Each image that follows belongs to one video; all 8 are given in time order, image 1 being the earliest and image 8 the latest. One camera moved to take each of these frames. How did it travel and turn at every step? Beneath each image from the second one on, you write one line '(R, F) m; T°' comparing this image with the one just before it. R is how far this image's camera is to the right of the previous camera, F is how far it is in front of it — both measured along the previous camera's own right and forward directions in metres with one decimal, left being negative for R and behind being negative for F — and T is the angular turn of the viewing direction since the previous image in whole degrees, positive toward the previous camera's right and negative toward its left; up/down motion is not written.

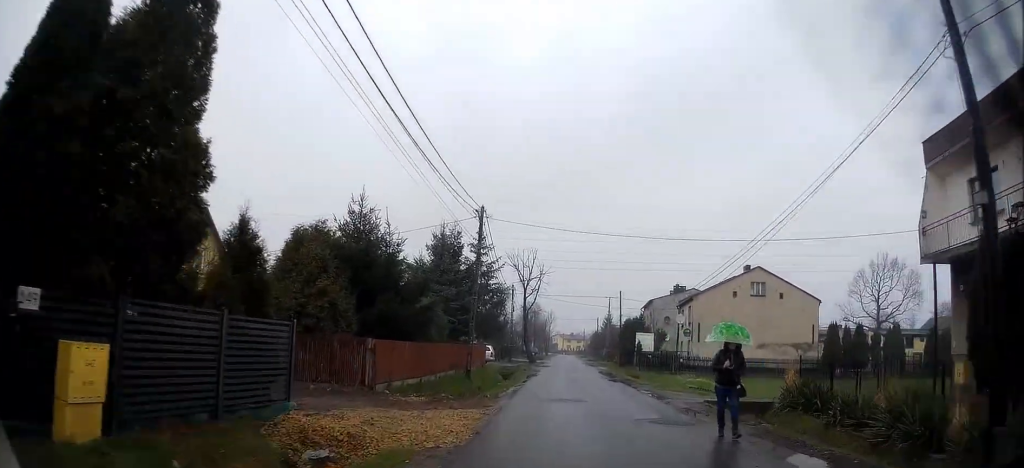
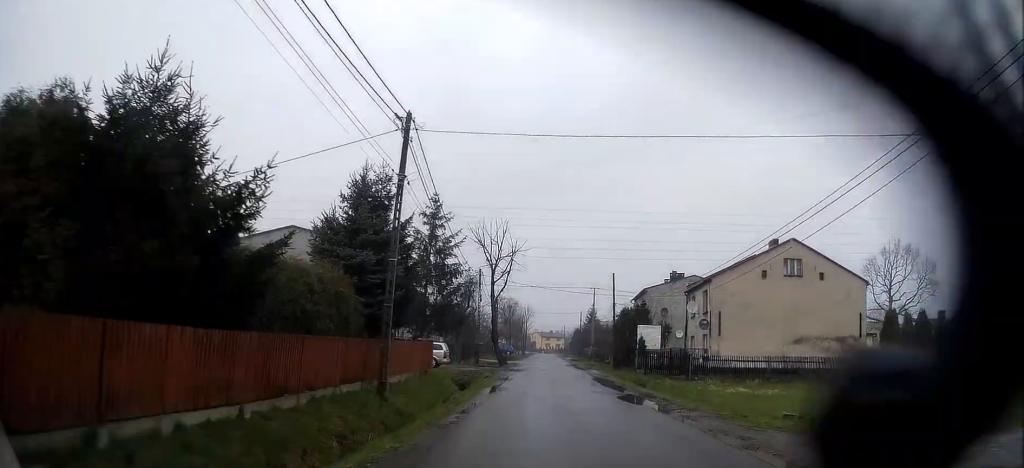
(+0.2, +12.2) m; +2°
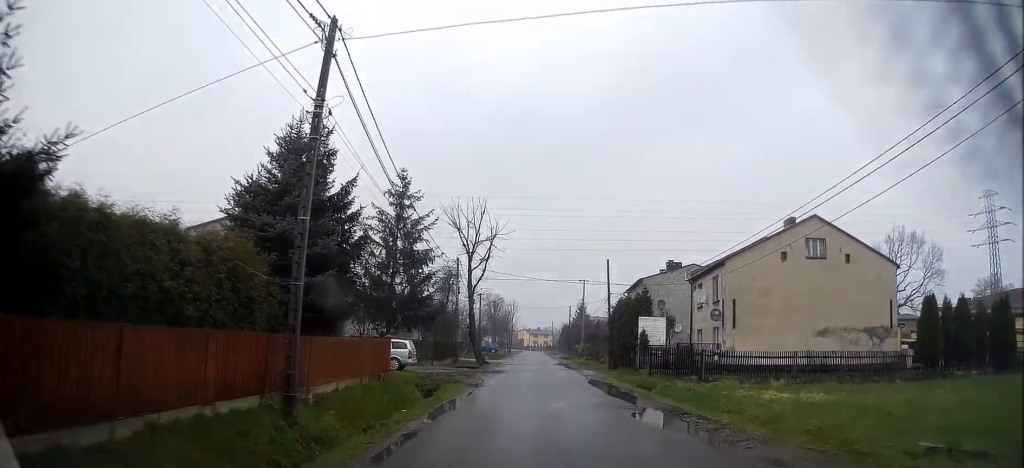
(+0.1, +5.8) m; +1°
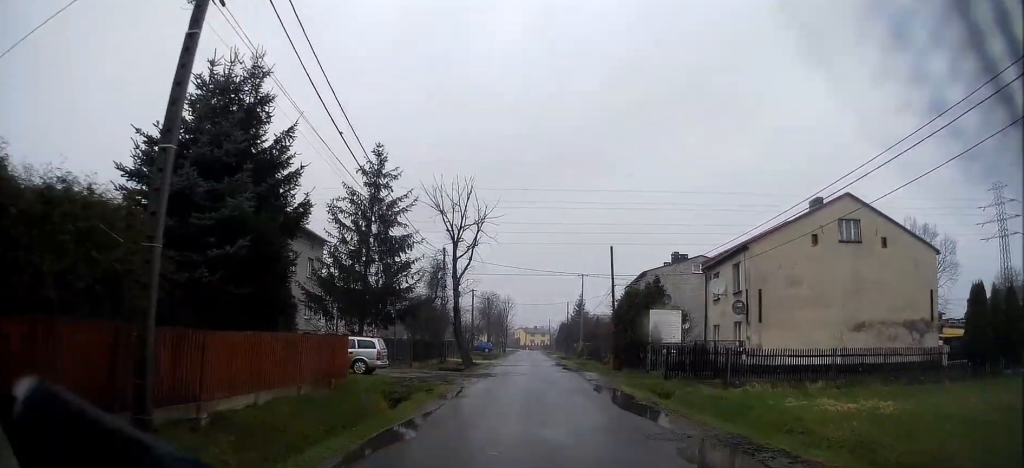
(+0.1, +4.9) m; 0°
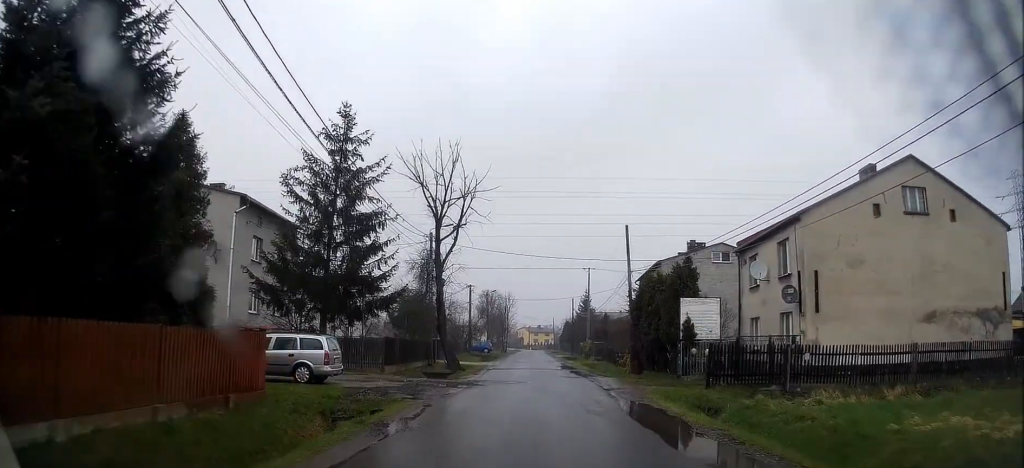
(0.0, +6.1) m; 0°
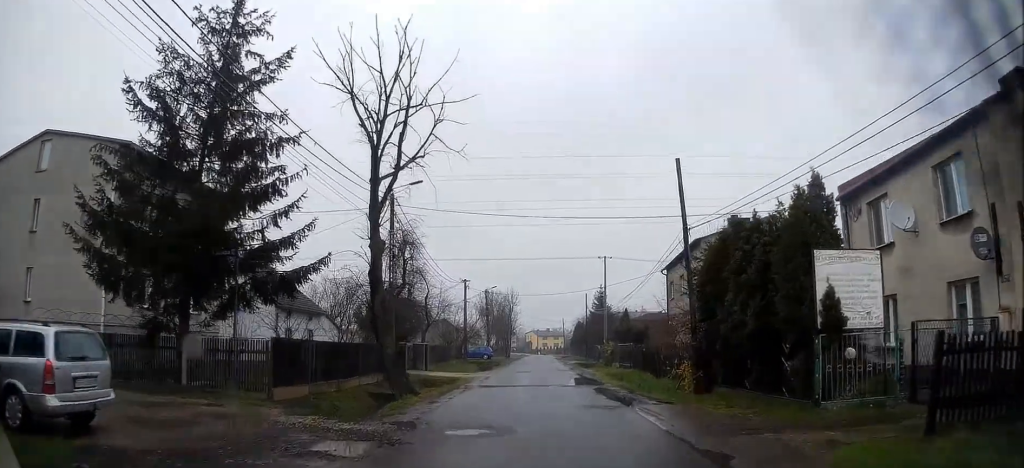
(-0.1, +11.3) m; 0°
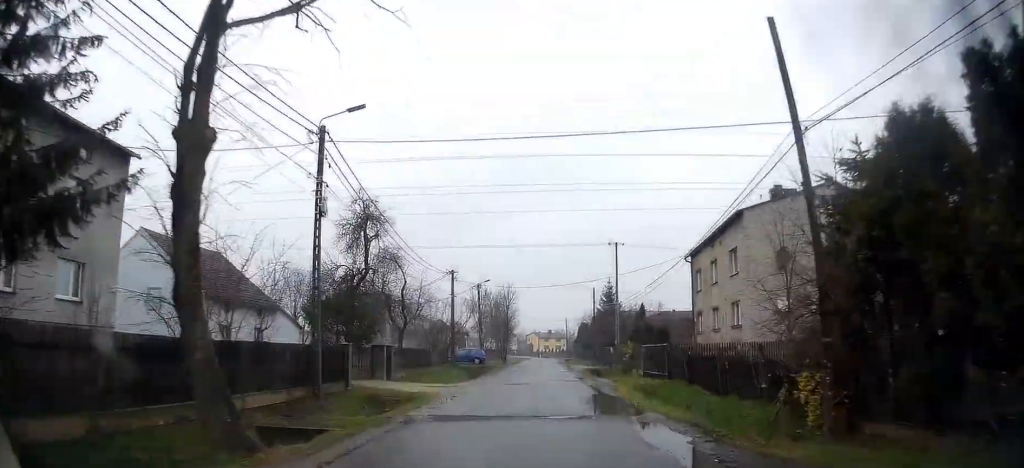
(0.0, +9.0) m; 0°
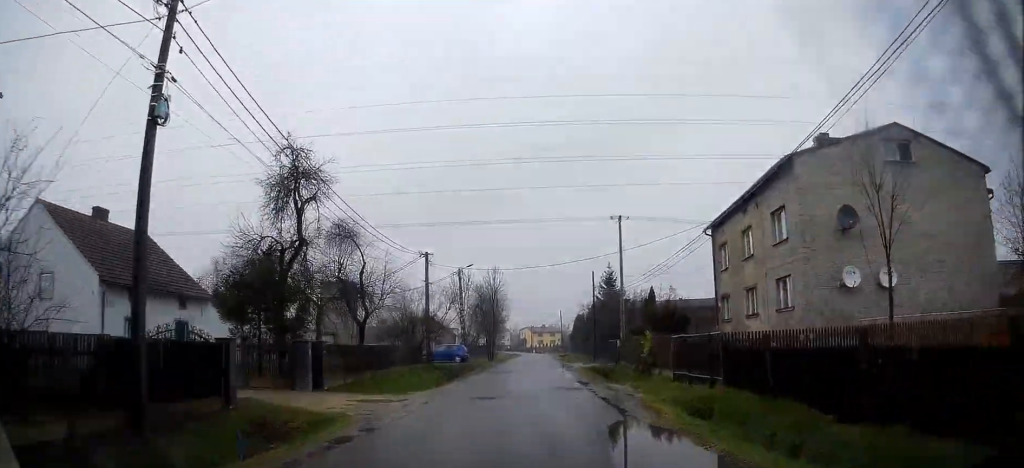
(0.0, +8.0) m; 0°
